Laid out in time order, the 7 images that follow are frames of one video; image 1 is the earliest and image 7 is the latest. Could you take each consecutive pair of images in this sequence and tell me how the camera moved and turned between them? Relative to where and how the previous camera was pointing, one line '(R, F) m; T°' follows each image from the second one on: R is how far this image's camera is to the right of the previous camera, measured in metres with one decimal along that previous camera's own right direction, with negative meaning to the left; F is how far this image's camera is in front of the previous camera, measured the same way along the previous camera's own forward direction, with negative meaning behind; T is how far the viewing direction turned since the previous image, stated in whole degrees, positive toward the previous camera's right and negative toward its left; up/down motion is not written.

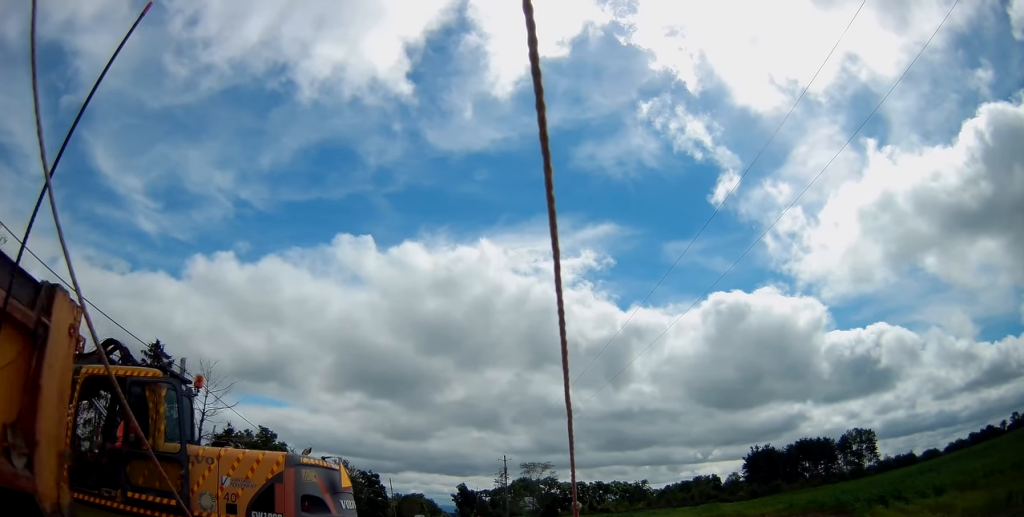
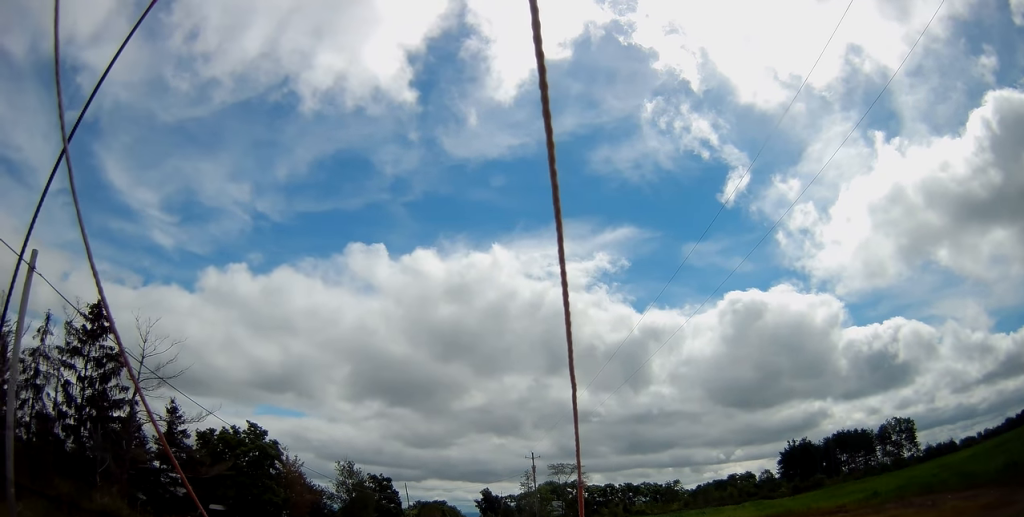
(0.0, +10.3) m; 0°
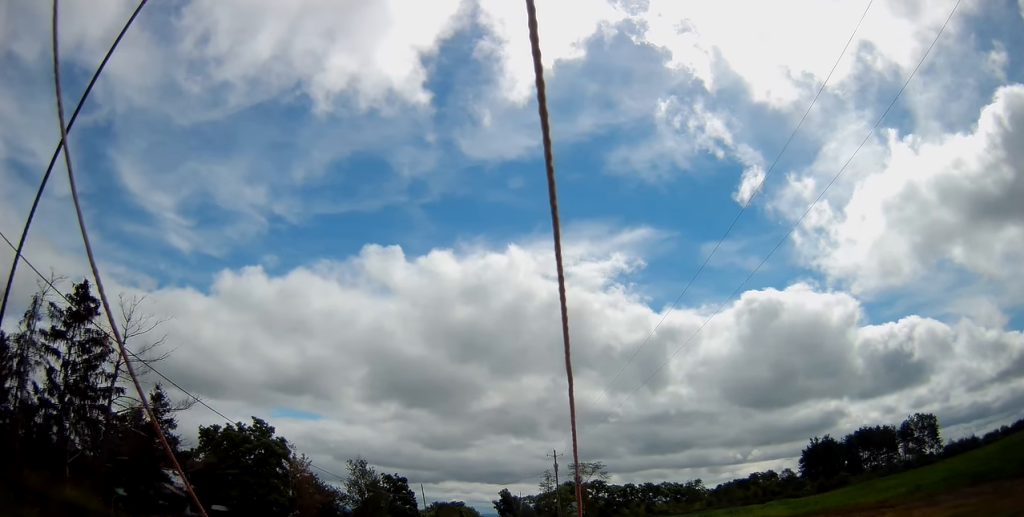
(0.0, +3.9) m; -3°
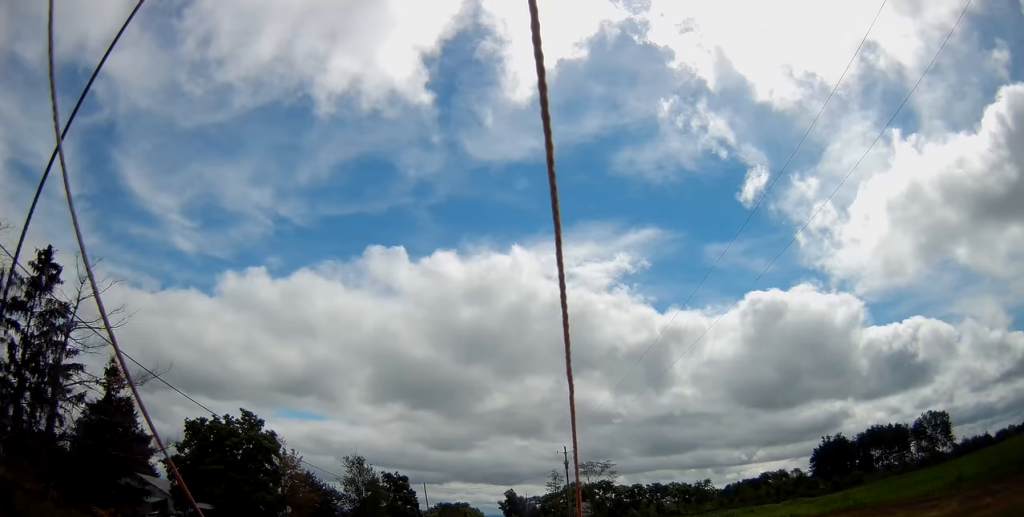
(-0.1, +4.6) m; -2°
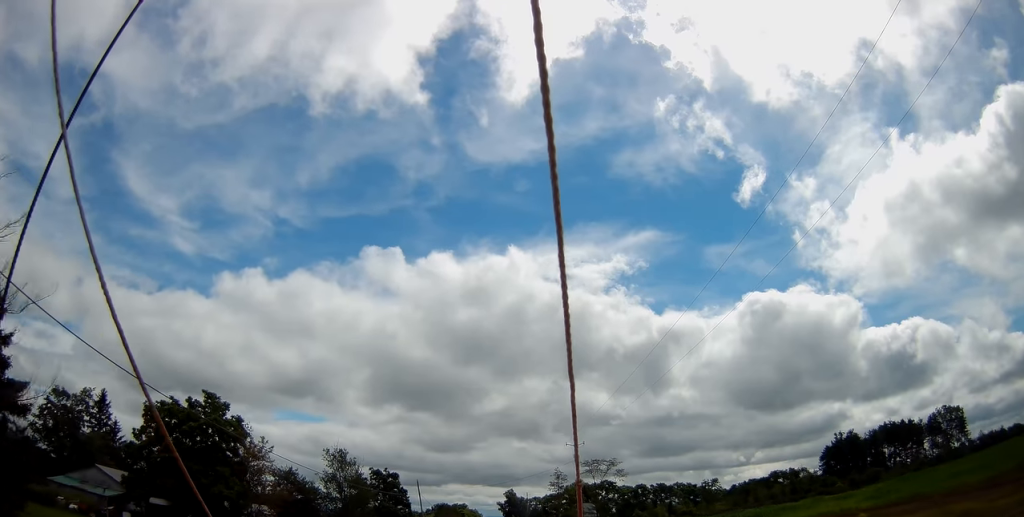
(-0.3, +8.0) m; -1°
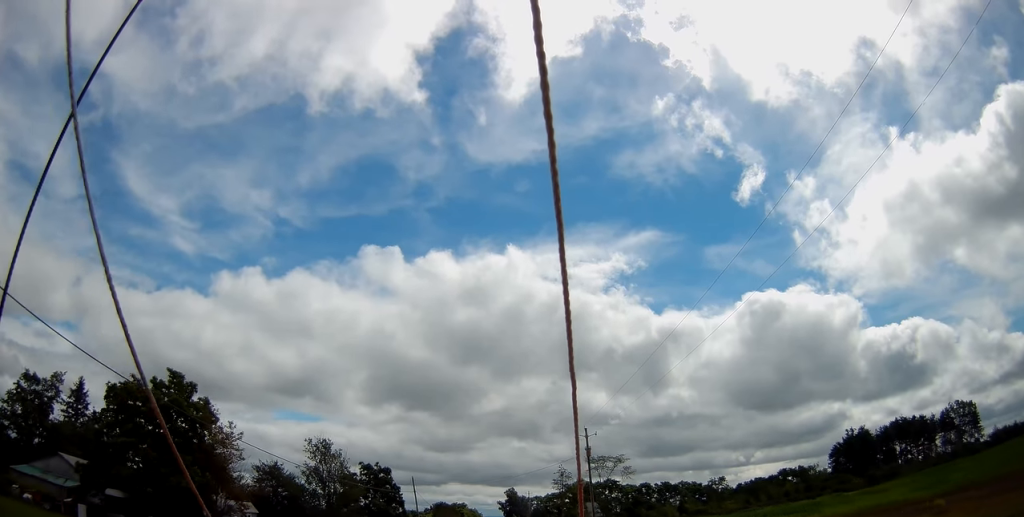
(+0.1, +6.3) m; +1°
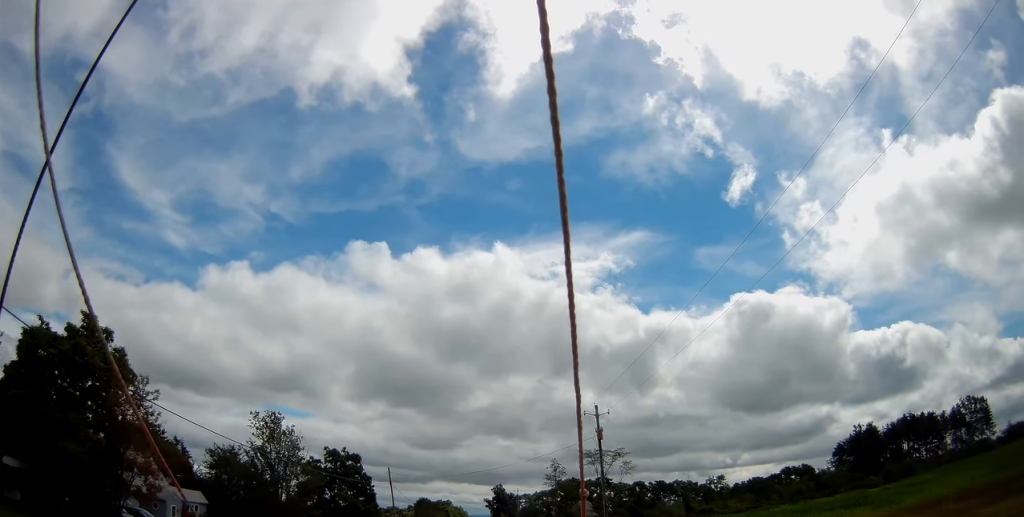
(+0.1, +10.4) m; +2°
